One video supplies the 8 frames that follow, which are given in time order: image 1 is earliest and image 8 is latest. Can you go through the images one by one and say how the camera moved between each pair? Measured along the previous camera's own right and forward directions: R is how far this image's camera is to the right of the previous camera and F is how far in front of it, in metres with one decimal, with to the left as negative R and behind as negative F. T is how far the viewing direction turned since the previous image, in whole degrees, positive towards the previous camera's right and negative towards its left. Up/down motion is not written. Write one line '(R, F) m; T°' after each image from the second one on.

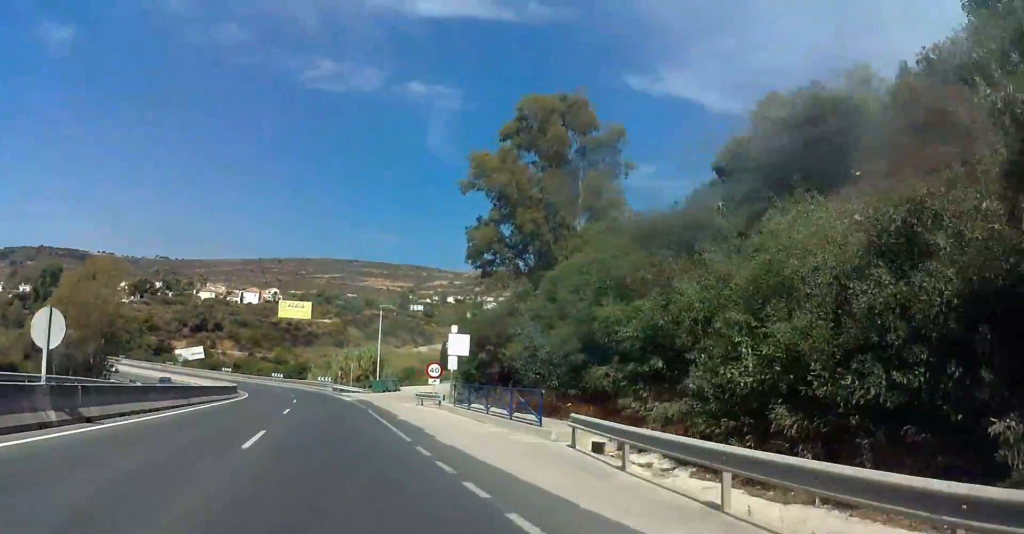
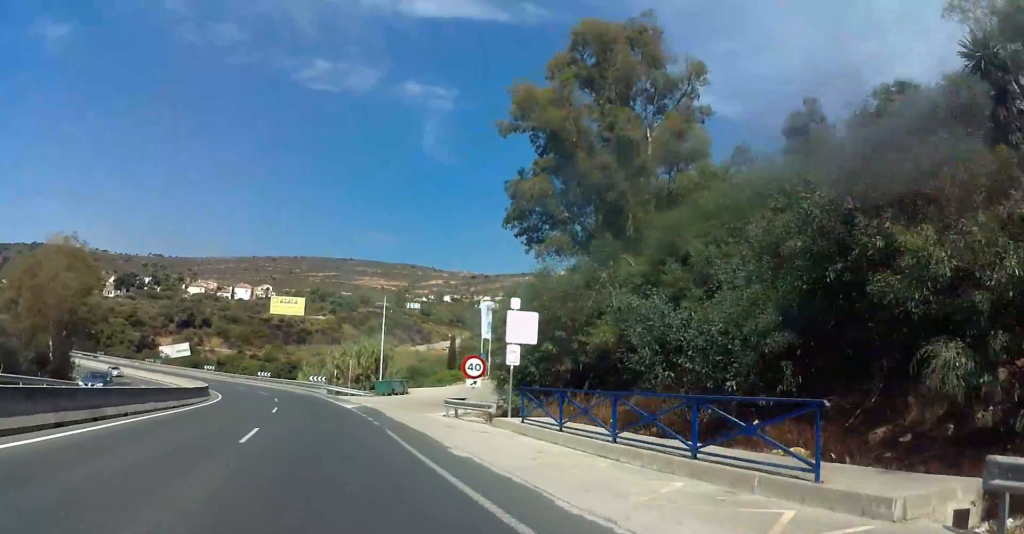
(+0.2, +11.0) m; +1°
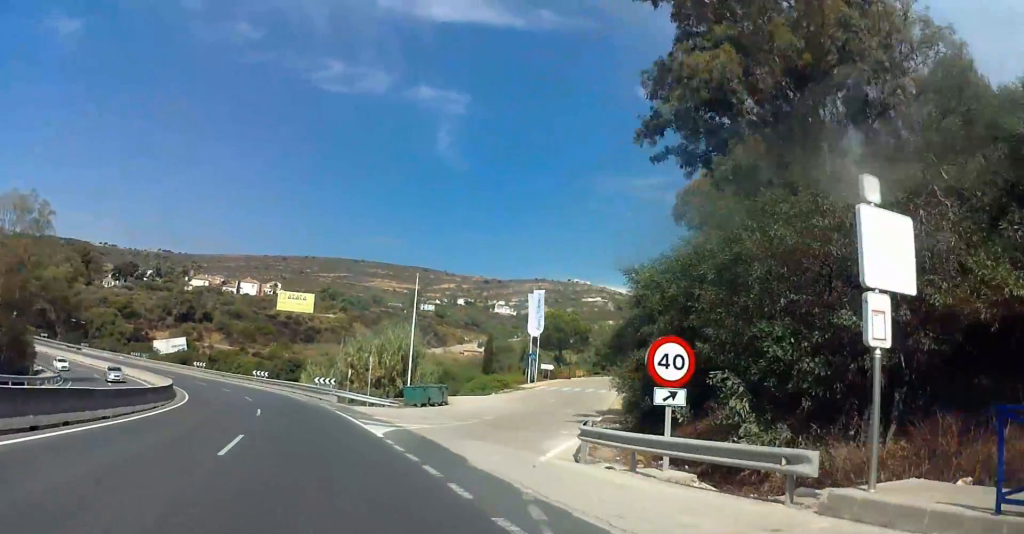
(+0.1, +15.1) m; 0°
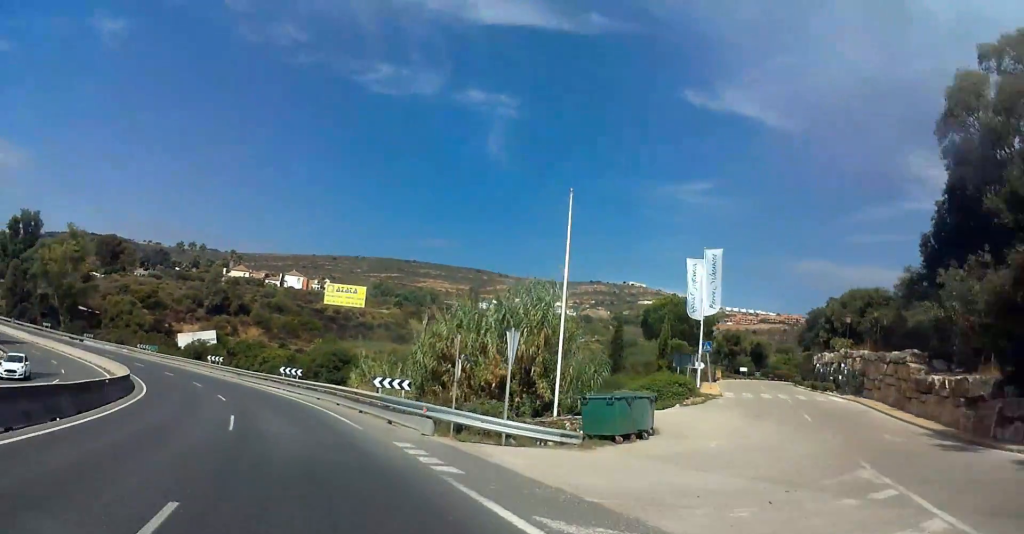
(-0.5, +21.2) m; -4°
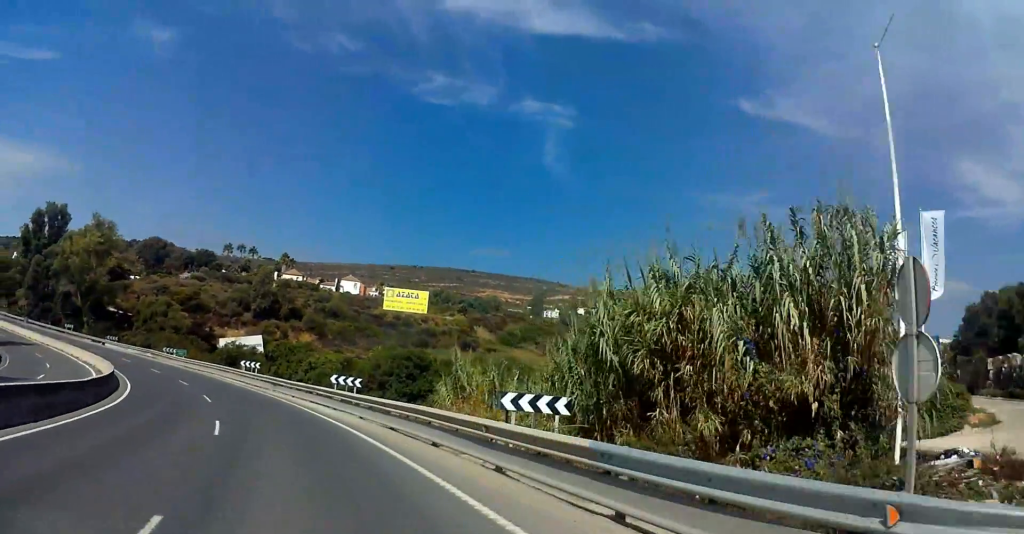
(-0.4, +13.5) m; -4°
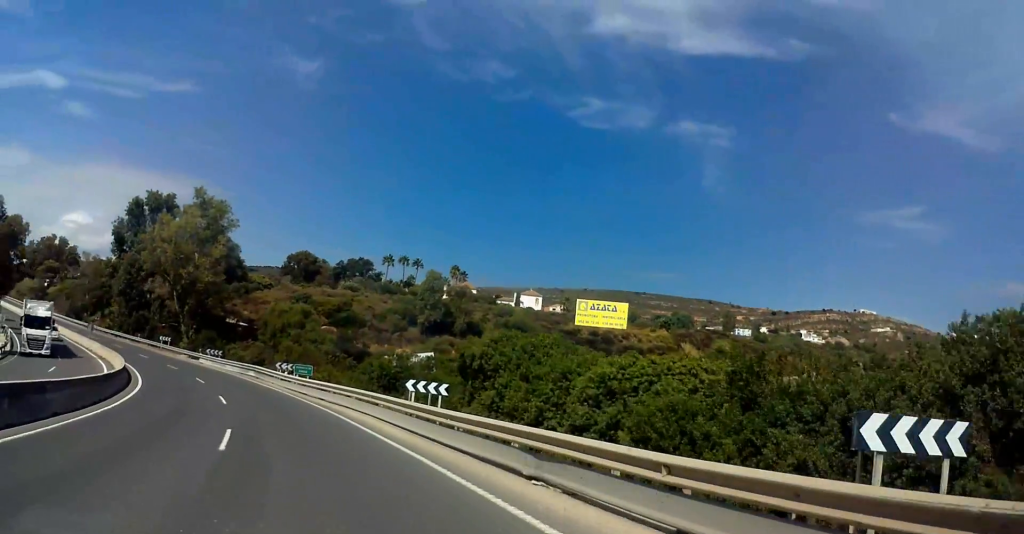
(-3.7, +27.5) m; -16°
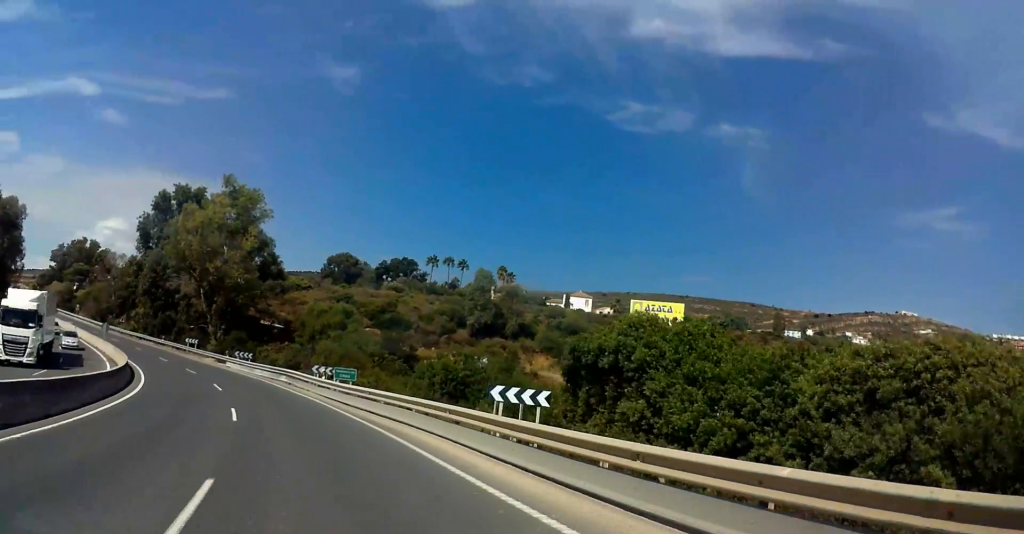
(-0.3, +6.6) m; -2°
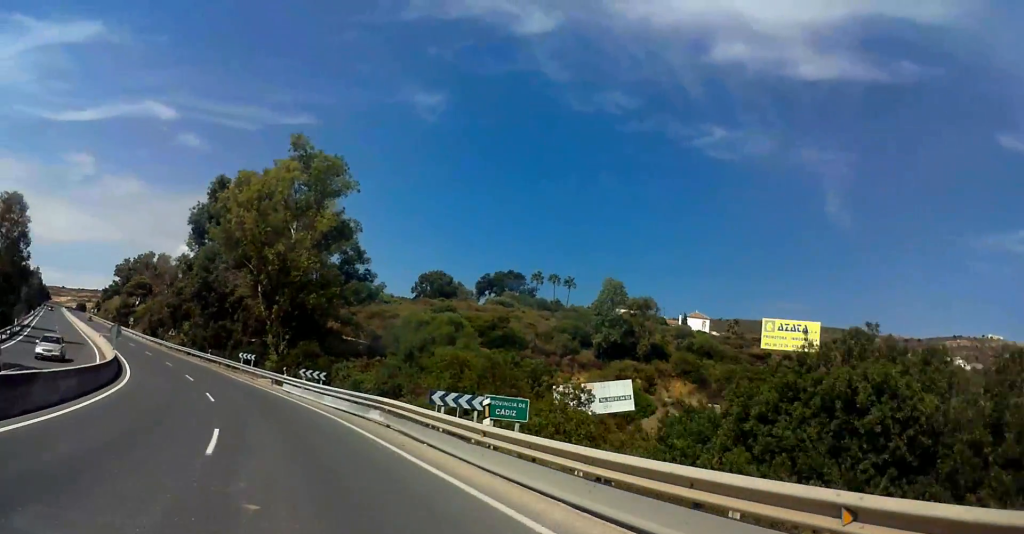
(-1.0, +19.0) m; -7°
